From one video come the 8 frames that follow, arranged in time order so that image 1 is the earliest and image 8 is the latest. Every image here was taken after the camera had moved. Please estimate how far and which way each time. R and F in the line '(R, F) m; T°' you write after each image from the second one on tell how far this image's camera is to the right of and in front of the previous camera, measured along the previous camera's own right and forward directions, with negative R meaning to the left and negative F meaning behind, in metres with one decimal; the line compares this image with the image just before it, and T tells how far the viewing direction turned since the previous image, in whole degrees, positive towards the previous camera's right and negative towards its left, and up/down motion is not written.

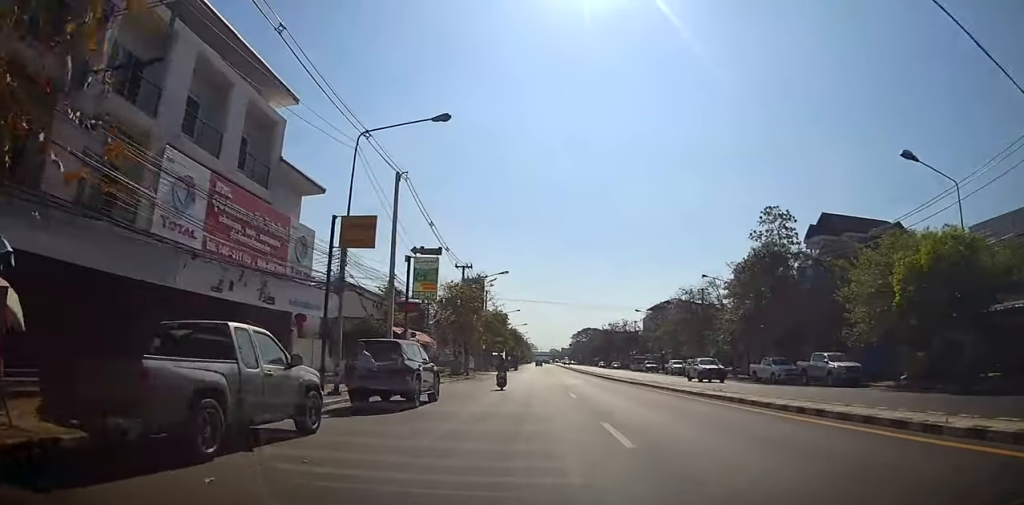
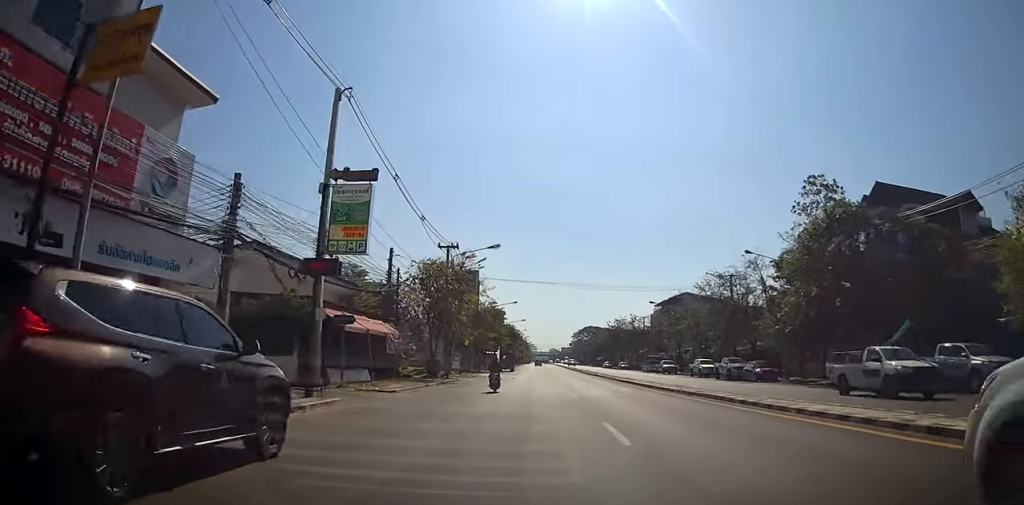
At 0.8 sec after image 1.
(-0.3, +11.3) m; 0°
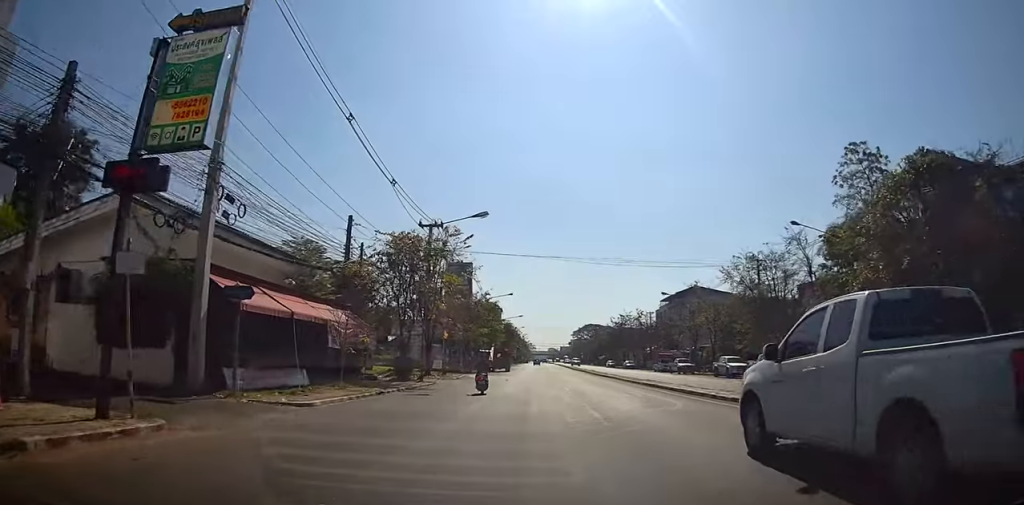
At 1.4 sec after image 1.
(+0.3, +8.4) m; +1°
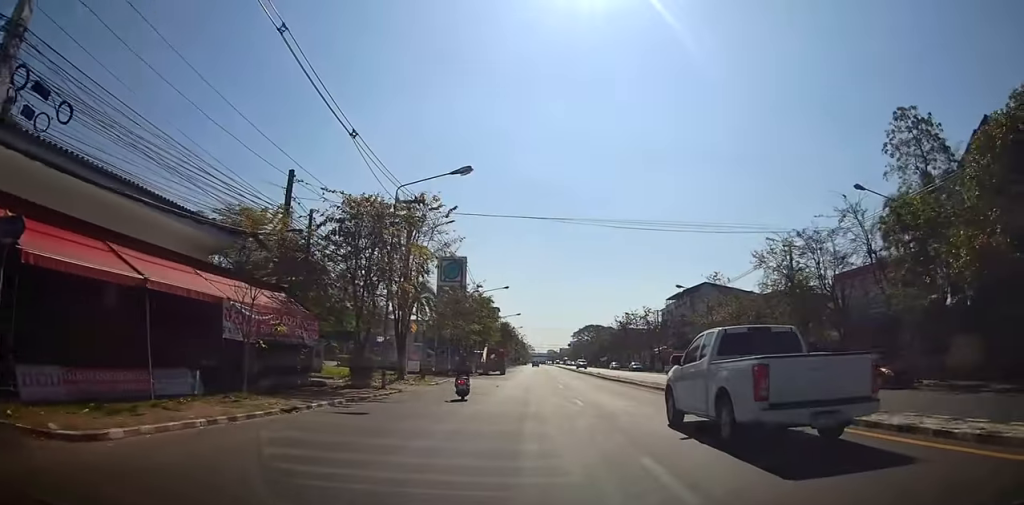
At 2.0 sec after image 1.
(+0.1, +7.7) m; 0°
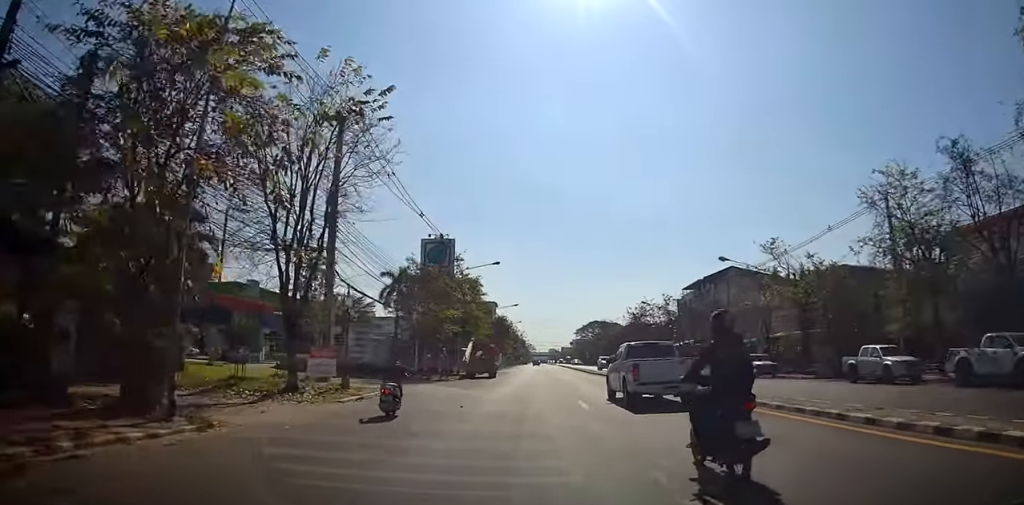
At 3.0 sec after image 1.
(-0.3, +14.6) m; -1°
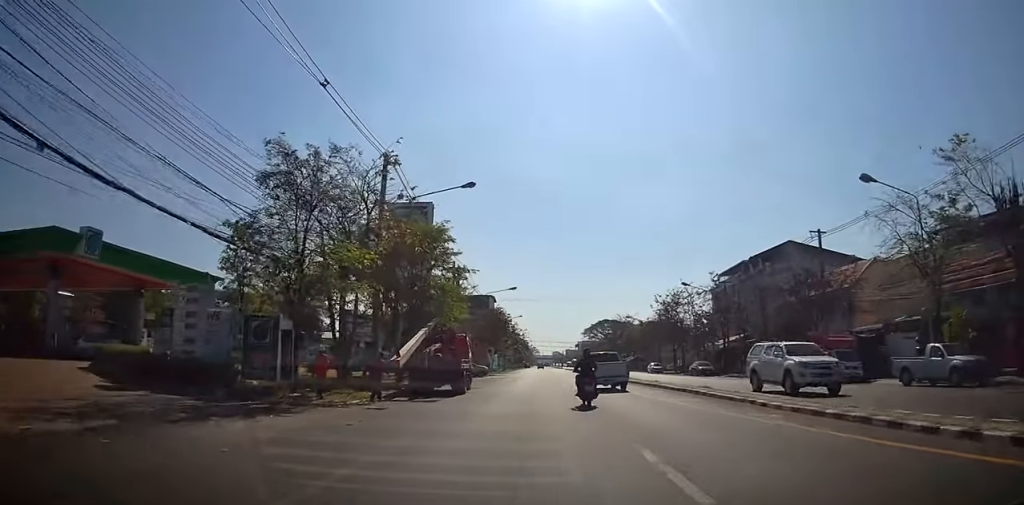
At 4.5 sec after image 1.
(+0.5, +20.9) m; +2°
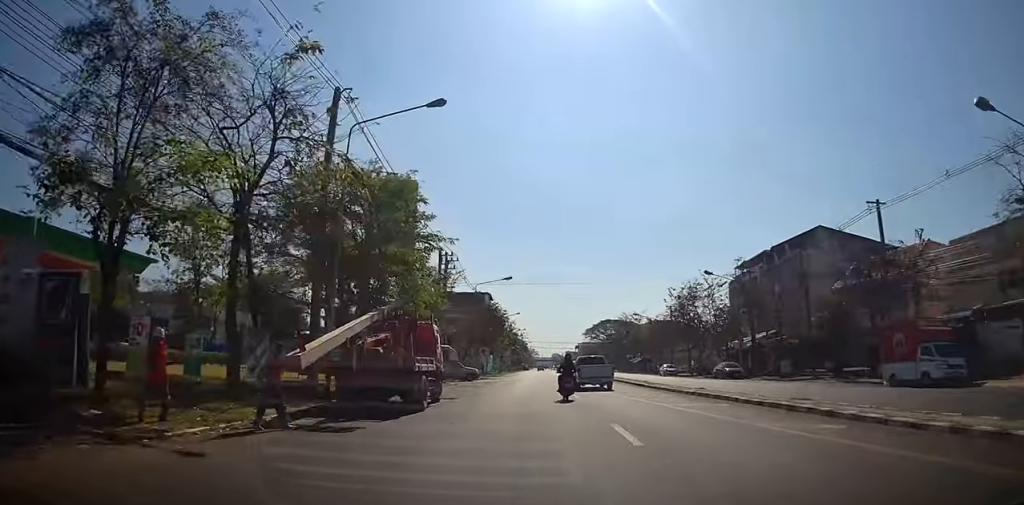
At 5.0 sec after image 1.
(0.0, +8.5) m; 0°
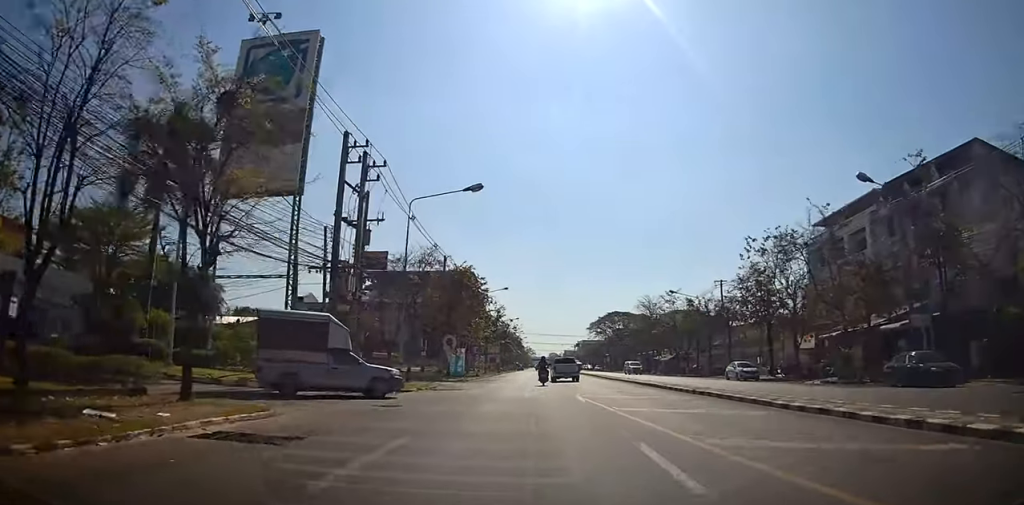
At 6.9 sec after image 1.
(+0.2, +27.1) m; +1°
